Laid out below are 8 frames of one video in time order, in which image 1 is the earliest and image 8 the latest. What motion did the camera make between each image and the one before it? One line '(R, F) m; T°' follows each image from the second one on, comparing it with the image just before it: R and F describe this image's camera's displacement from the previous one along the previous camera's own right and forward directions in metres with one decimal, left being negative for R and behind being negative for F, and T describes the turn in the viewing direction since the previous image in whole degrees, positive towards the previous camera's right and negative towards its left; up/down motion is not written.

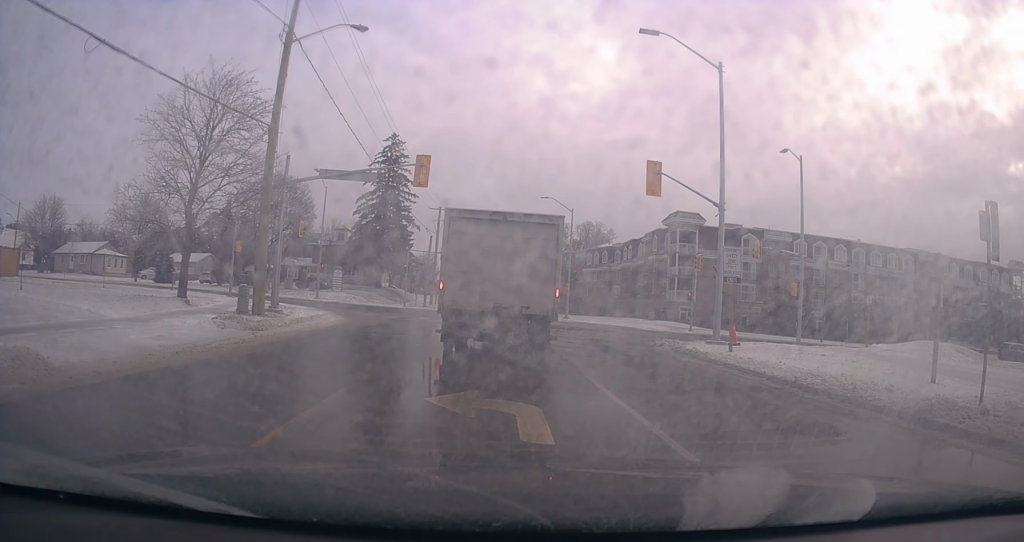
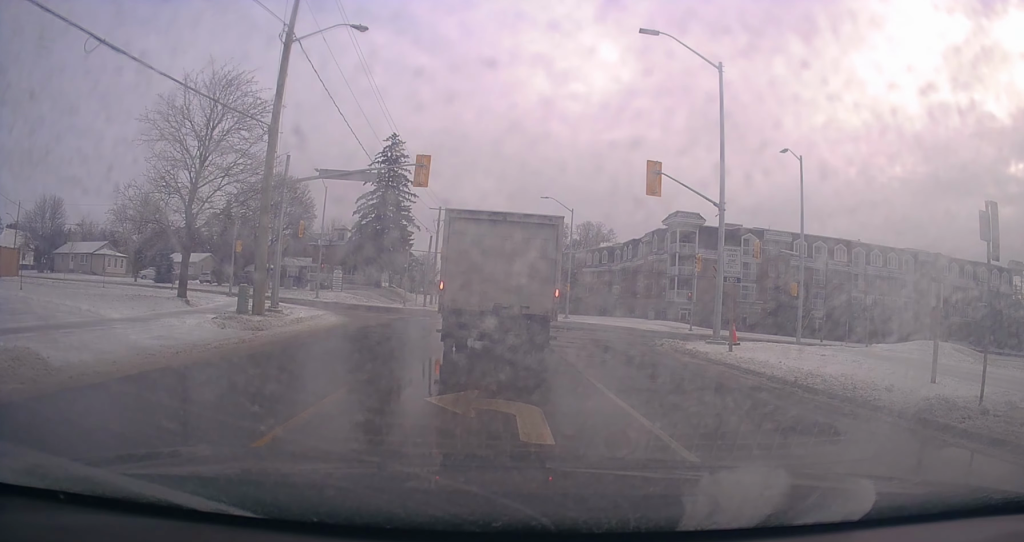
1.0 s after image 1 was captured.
(0.0, 0.0) m; 0°
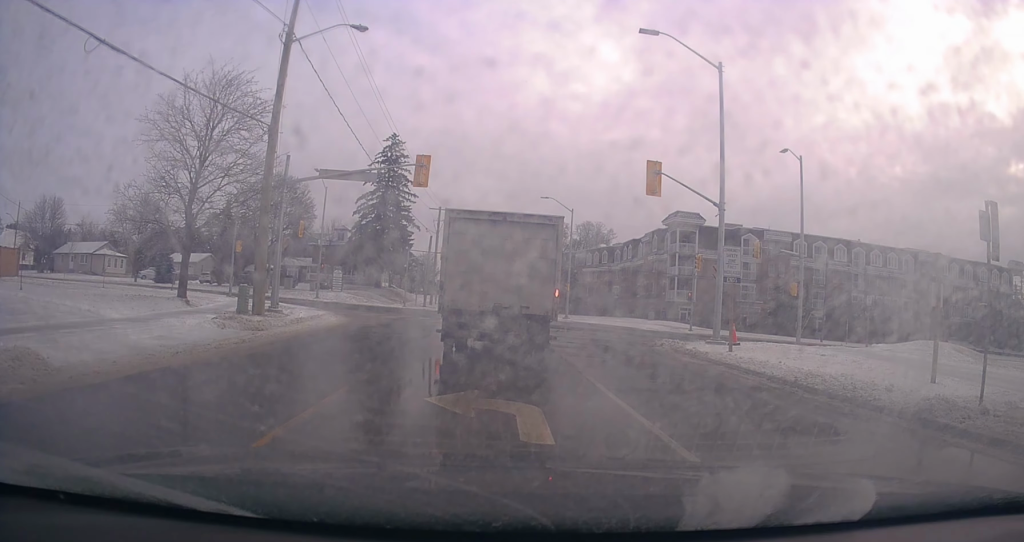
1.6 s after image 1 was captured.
(0.0, 0.0) m; 0°
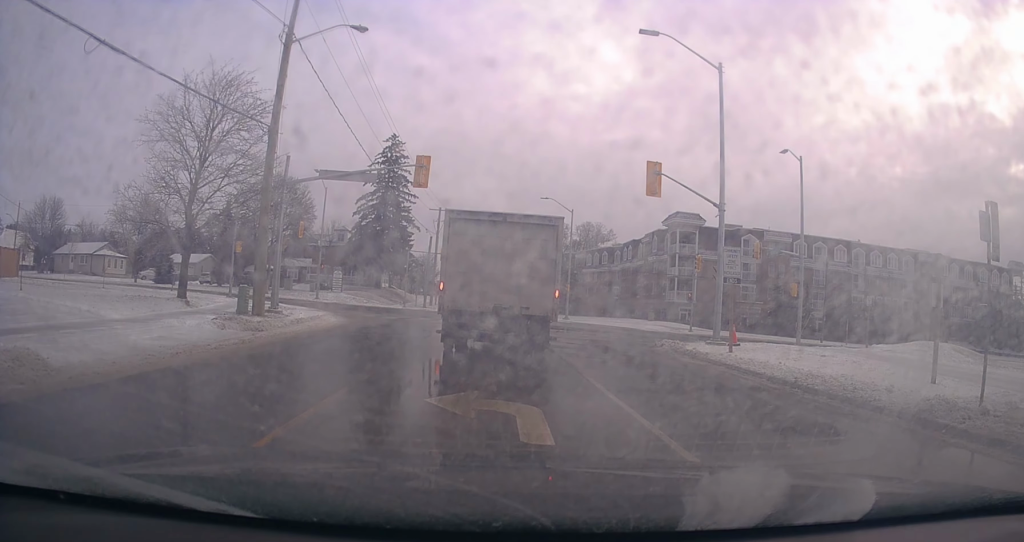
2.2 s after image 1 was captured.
(0.0, 0.0) m; 0°
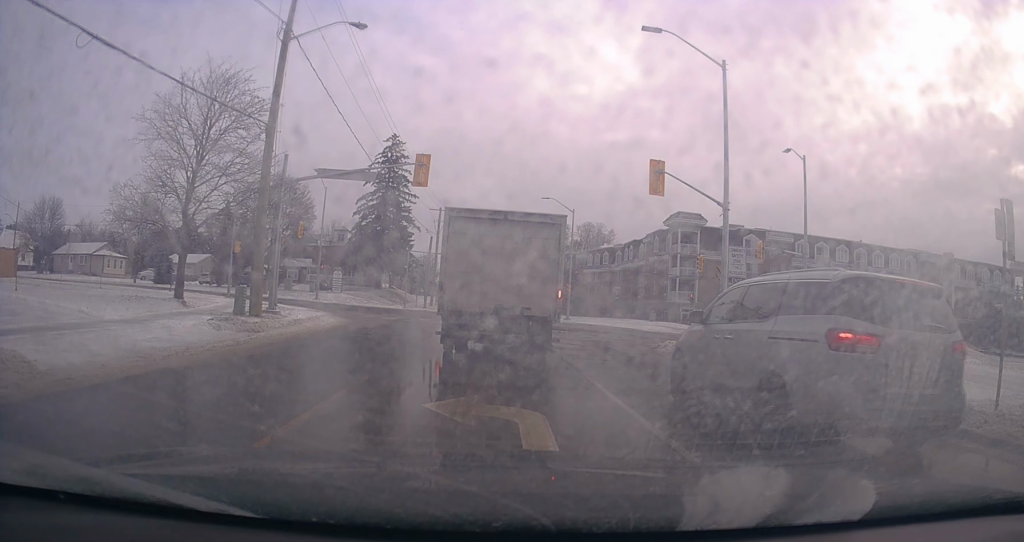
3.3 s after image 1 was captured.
(0.0, +0.5) m; 0°
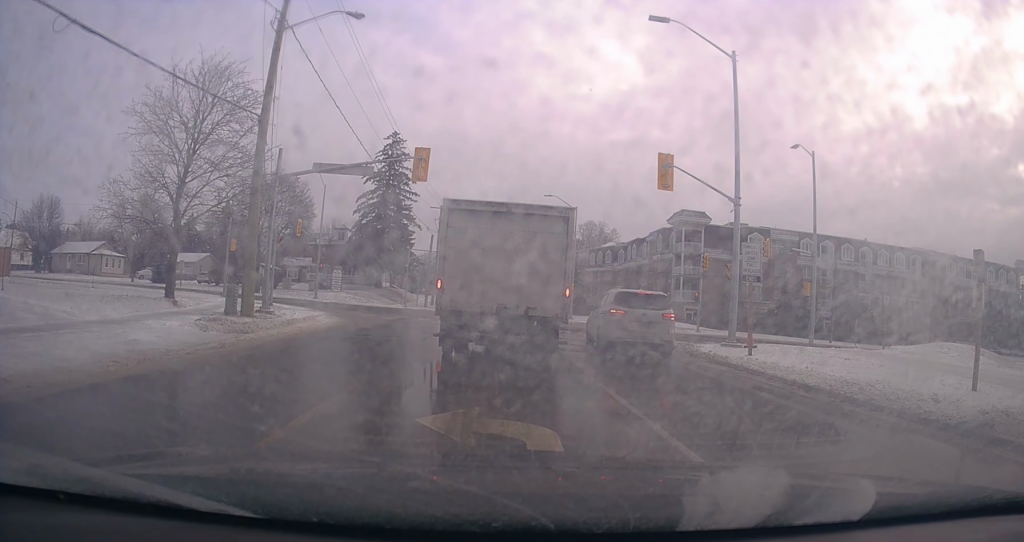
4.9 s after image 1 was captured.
(0.0, +0.8) m; 0°
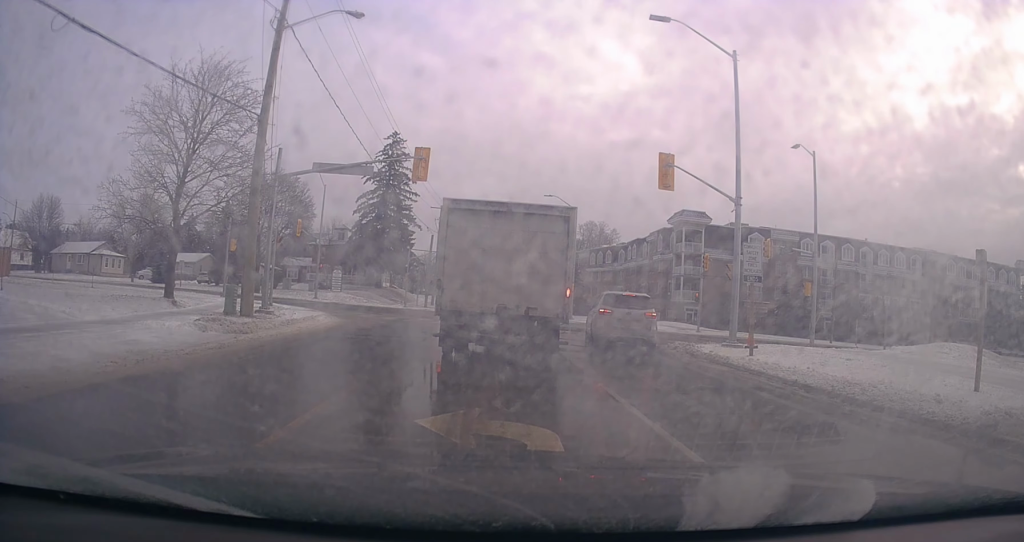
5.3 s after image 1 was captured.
(0.0, 0.0) m; 0°
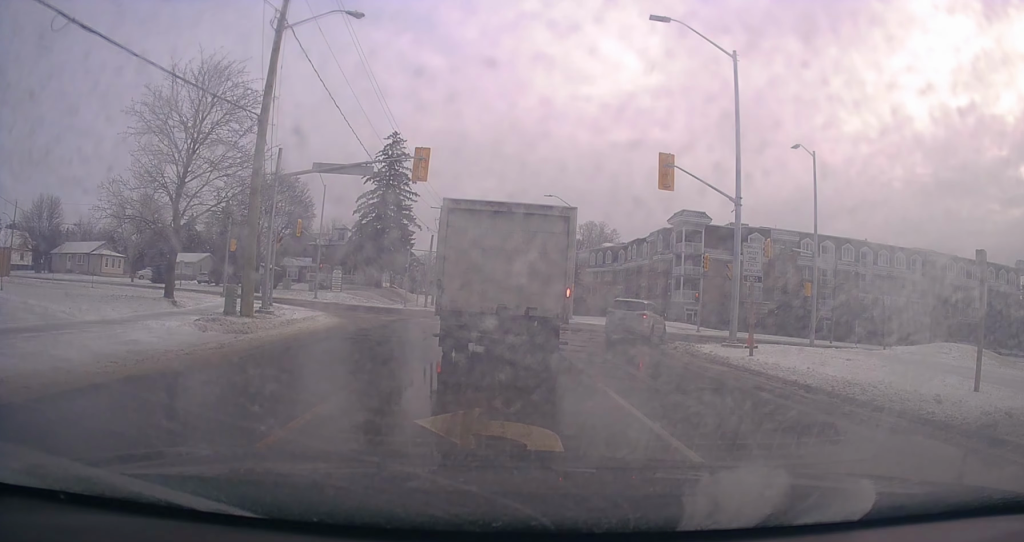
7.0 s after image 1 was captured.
(0.0, 0.0) m; 0°
